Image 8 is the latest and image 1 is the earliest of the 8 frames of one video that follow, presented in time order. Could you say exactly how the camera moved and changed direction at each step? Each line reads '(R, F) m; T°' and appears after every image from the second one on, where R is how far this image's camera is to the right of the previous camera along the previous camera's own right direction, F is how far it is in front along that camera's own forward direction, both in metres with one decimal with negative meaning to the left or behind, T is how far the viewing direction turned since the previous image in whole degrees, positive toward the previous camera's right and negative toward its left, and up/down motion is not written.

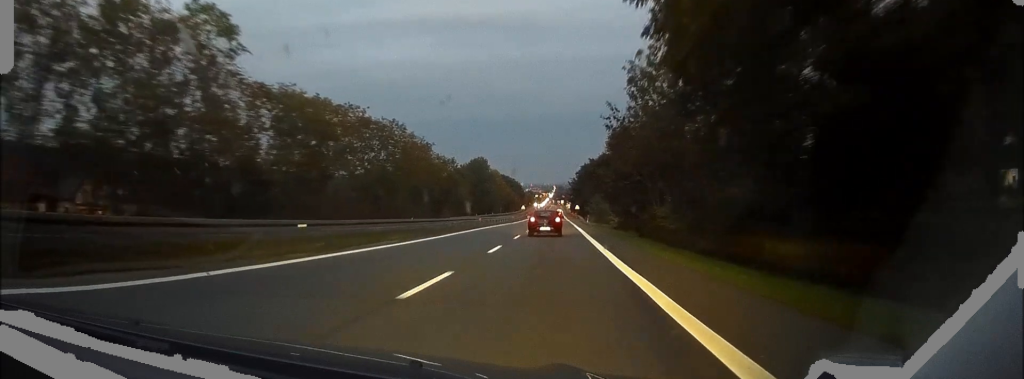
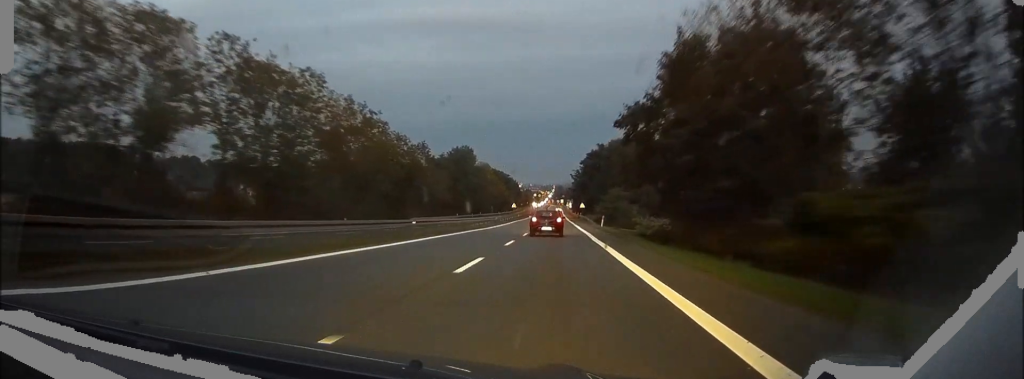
(-0.1, +30.6) m; 0°
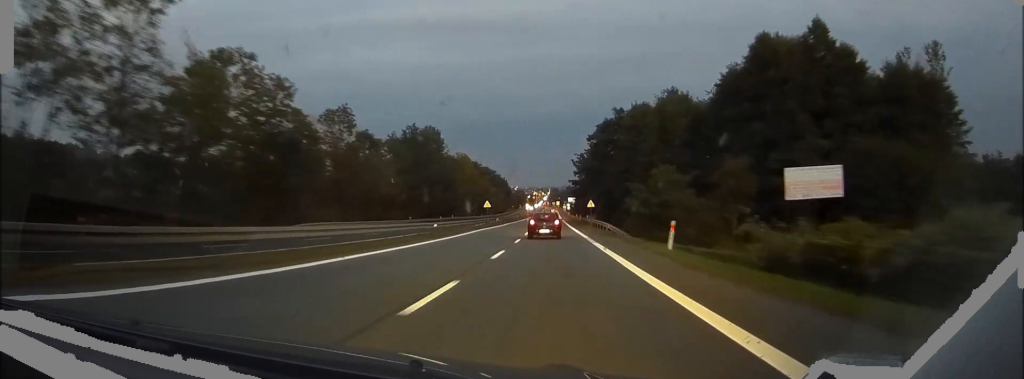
(0.0, +40.7) m; 0°
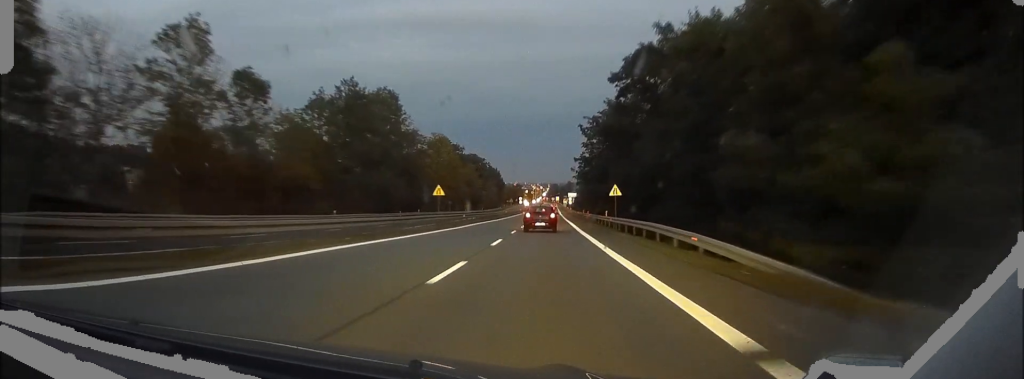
(+0.1, +32.9) m; 0°
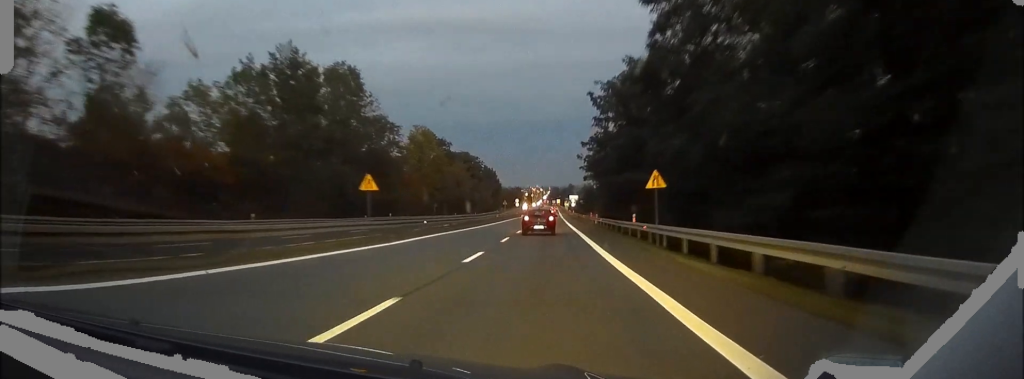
(+0.1, +18.3) m; 0°
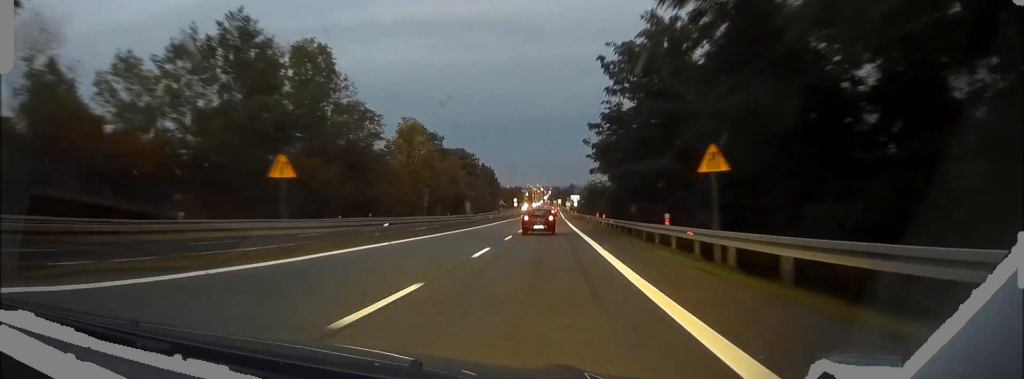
(+0.1, +10.0) m; 0°
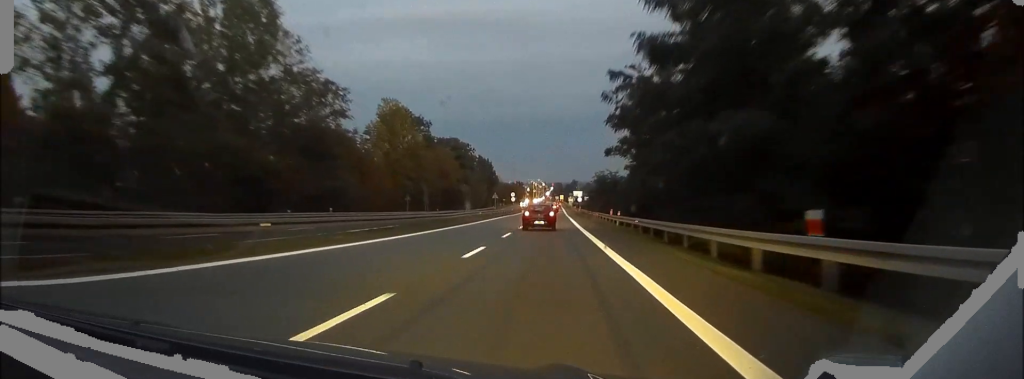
(-0.2, +14.2) m; 0°
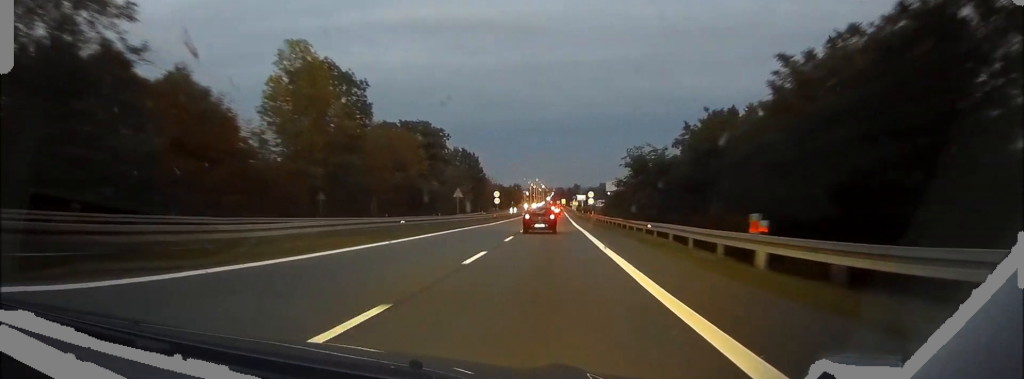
(-0.1, +36.4) m; 0°
